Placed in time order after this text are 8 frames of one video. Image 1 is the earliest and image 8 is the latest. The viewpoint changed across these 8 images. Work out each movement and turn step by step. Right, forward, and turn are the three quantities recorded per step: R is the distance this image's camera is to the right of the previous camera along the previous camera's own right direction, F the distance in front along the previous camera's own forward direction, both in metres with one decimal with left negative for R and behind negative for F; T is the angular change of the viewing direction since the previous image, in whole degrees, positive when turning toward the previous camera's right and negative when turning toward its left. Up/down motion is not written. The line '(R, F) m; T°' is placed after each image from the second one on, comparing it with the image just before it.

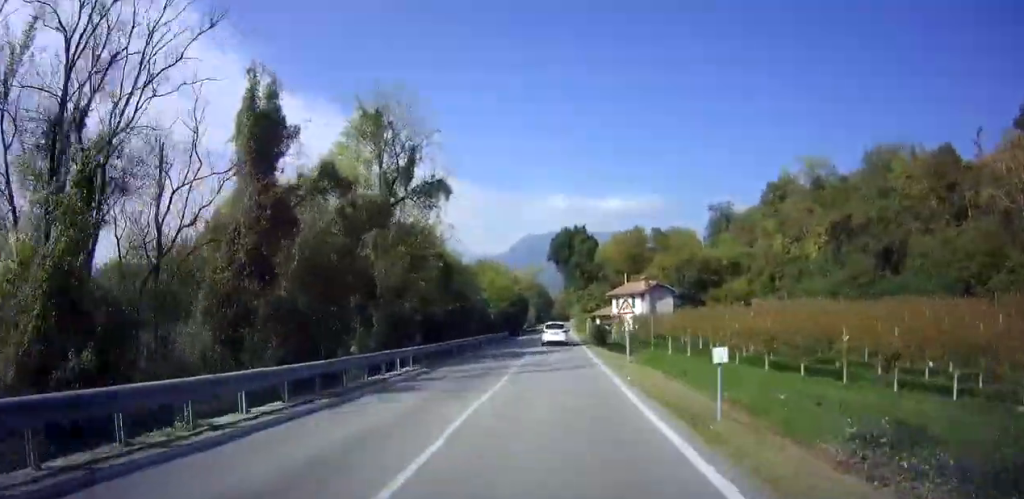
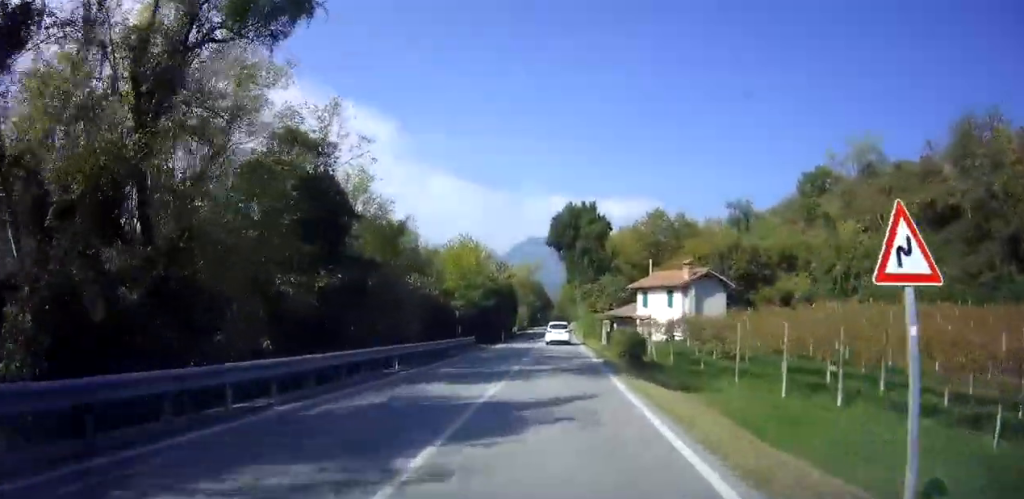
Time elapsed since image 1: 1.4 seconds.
(0.0, +17.1) m; 0°
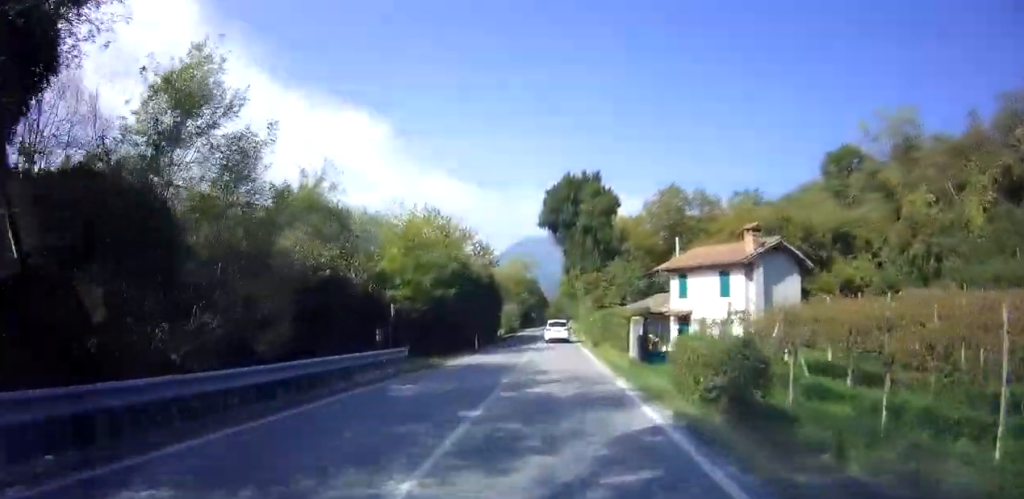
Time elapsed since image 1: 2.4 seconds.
(0.0, +12.2) m; +5°
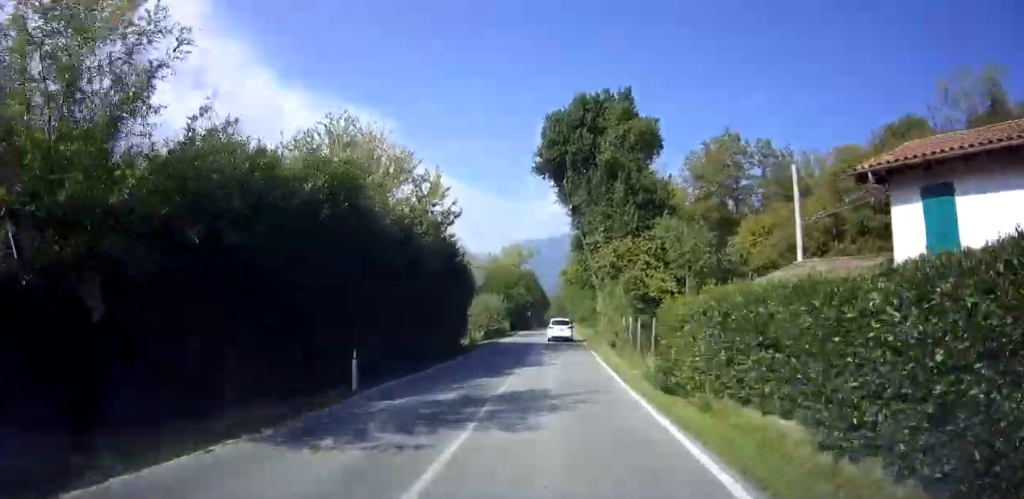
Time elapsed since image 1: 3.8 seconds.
(+1.4, +18.8) m; +4°
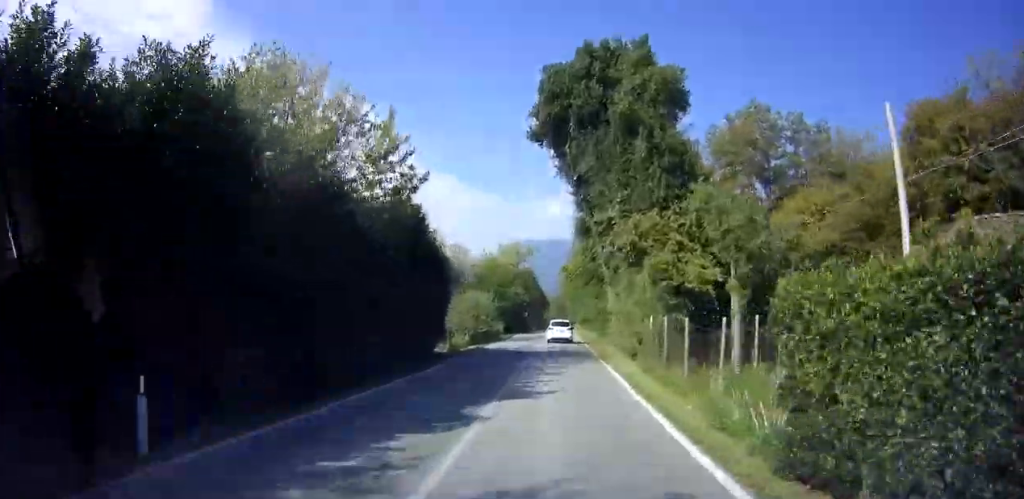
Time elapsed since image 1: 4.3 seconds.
(0.0, +6.4) m; 0°
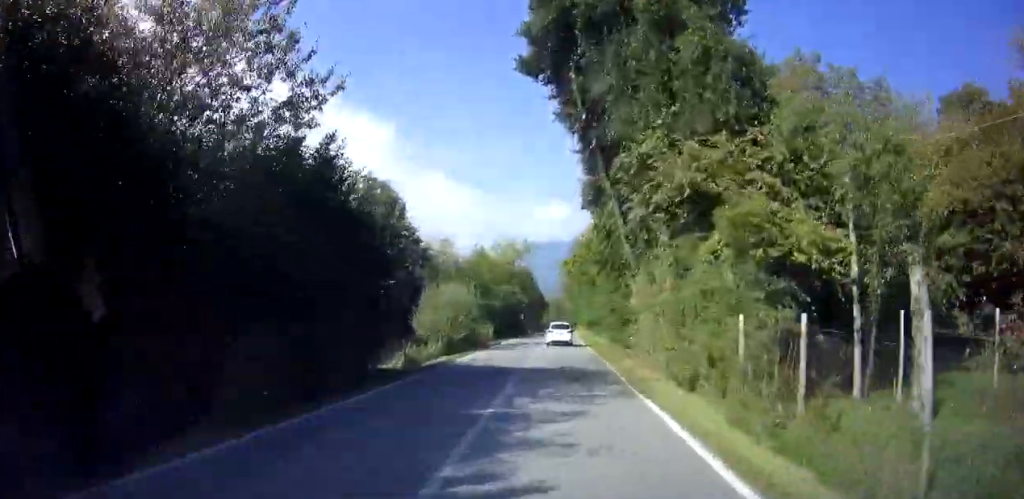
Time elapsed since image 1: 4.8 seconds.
(0.0, +8.0) m; 0°
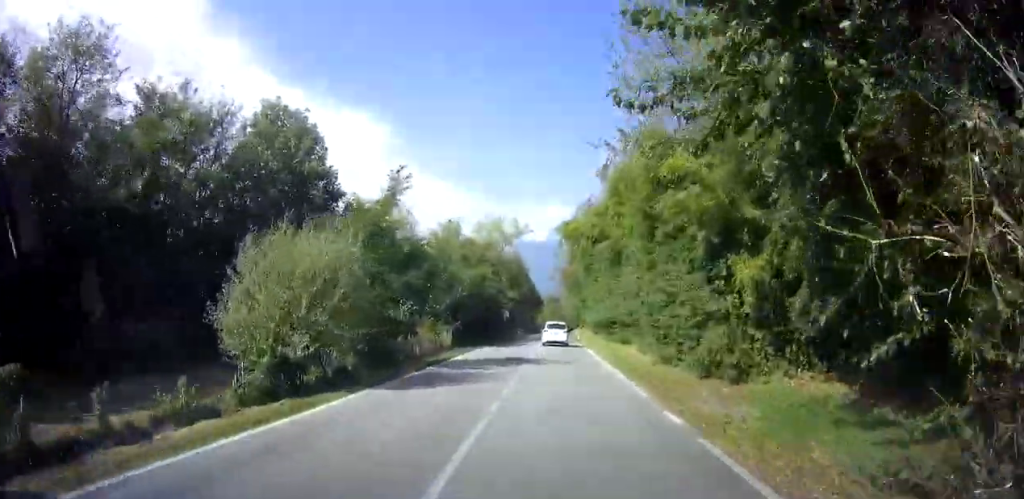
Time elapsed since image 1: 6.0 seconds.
(0.0, +16.8) m; 0°
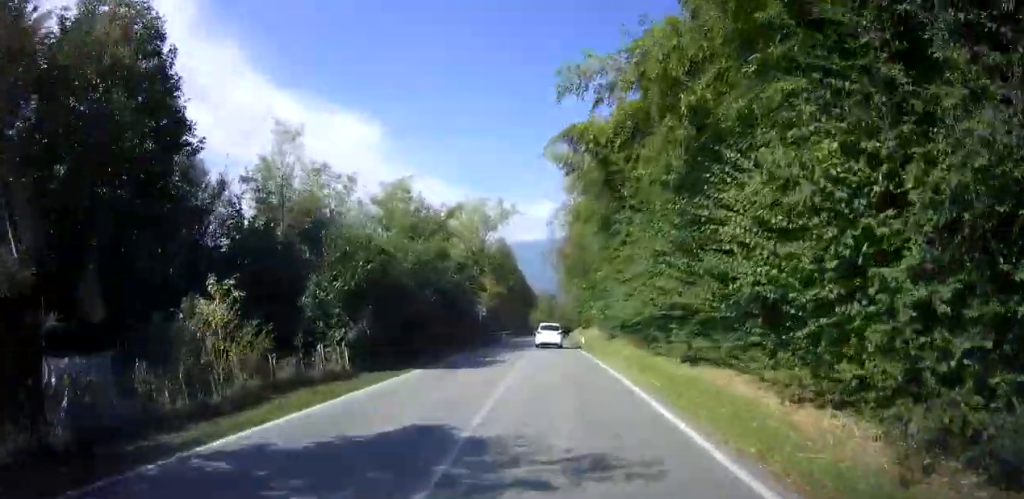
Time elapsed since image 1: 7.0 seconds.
(0.0, +15.2) m; 0°
